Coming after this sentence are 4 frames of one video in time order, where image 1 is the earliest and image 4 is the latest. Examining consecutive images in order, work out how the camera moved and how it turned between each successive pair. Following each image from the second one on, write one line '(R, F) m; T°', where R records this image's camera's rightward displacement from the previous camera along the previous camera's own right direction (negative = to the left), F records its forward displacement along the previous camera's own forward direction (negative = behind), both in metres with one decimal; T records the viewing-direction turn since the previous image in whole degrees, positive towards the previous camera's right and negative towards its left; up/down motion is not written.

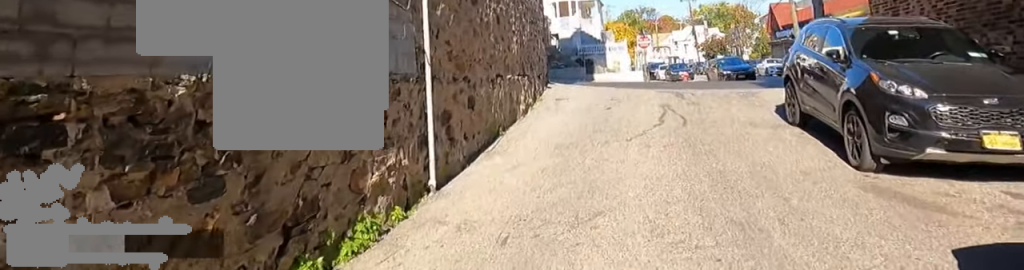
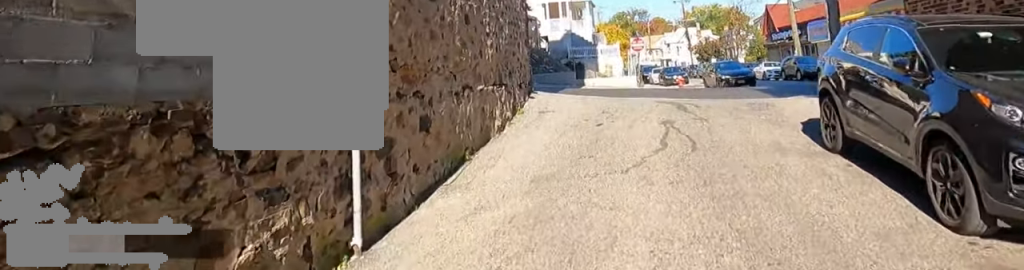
(-0.1, +2.1) m; -7°
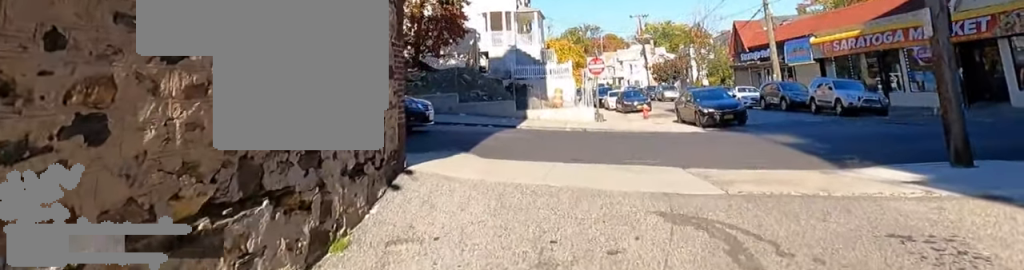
(-1.7, +9.8) m; -20°
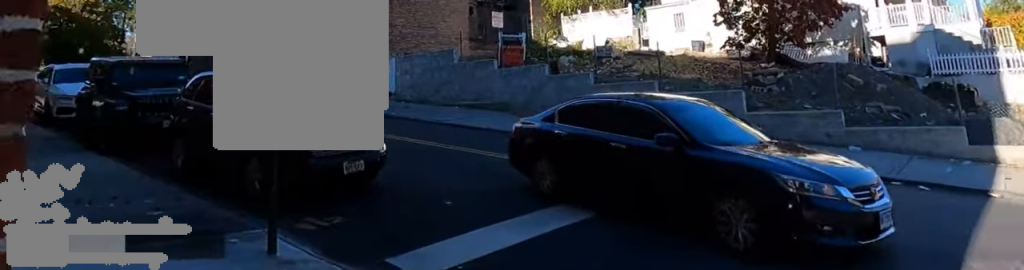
(-0.6, +13.2) m; -2°
